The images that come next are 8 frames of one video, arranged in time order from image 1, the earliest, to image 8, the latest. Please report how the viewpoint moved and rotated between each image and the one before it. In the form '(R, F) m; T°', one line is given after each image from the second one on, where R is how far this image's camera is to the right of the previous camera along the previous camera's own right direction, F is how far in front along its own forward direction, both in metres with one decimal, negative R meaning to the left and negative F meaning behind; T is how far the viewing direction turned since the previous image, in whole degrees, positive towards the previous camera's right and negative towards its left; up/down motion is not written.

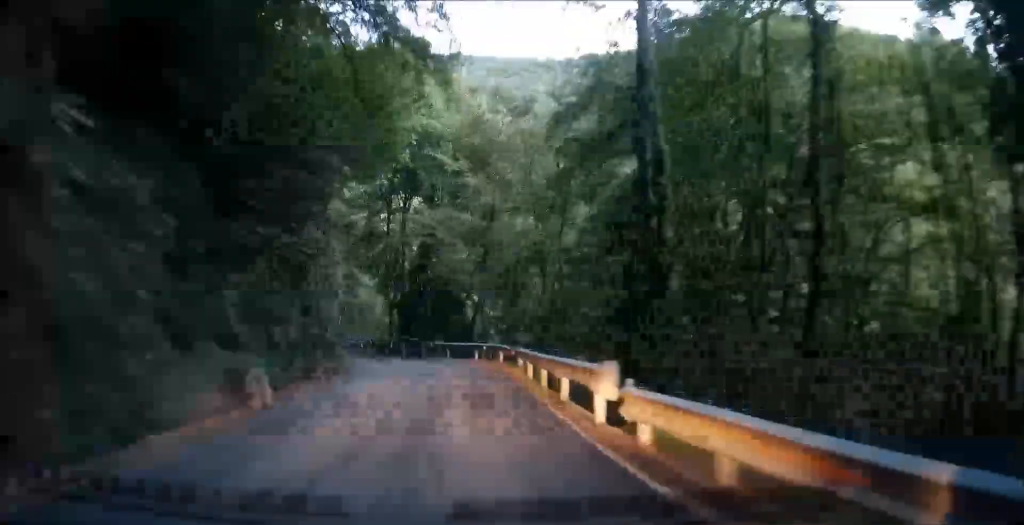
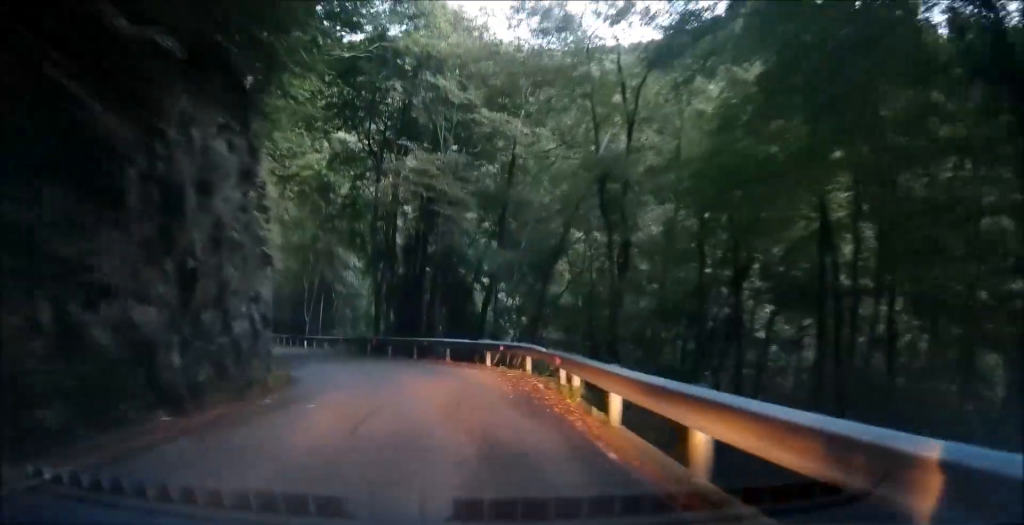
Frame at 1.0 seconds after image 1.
(0.0, +7.9) m; -3°
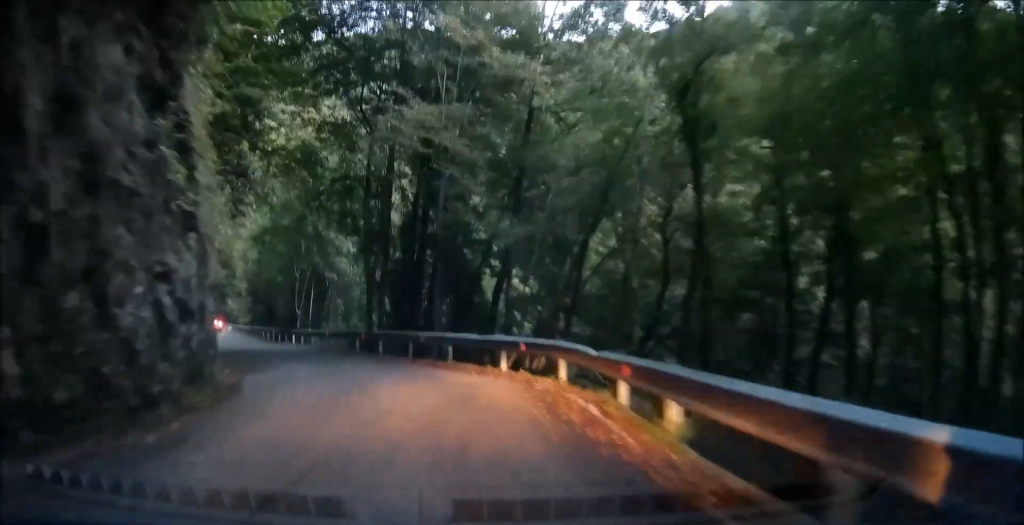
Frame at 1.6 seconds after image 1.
(+0.1, +4.2) m; -5°
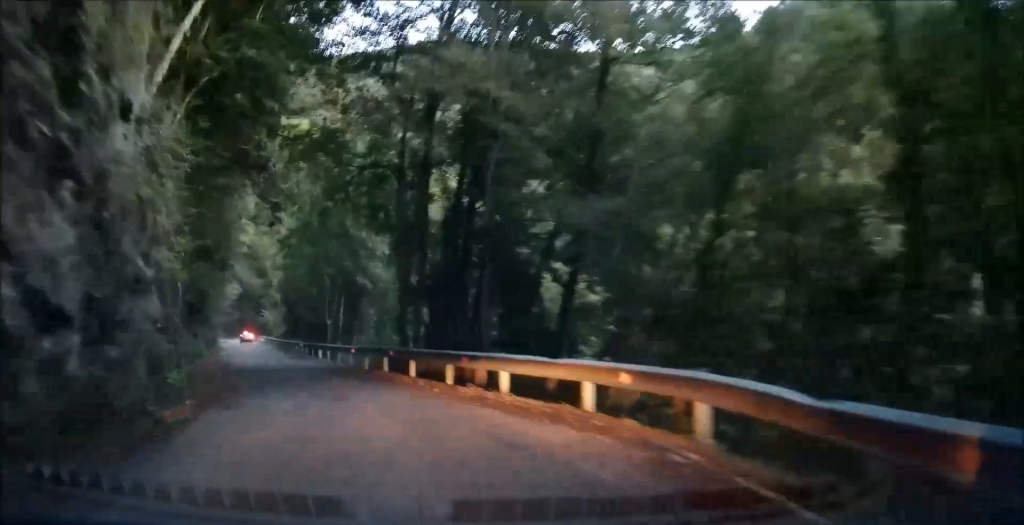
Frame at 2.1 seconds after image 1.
(-0.2, +4.6) m; -5°
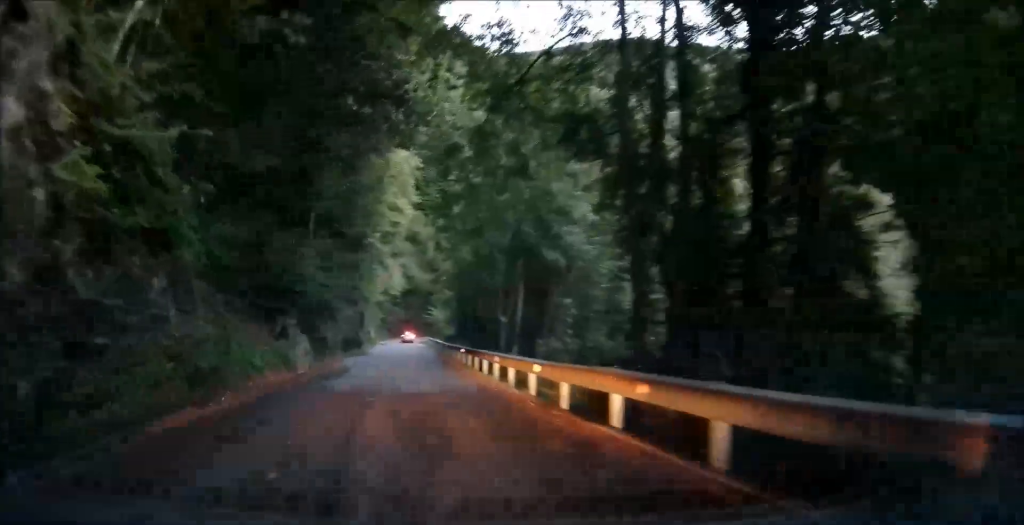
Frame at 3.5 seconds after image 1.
(-1.1, +11.8) m; -6°
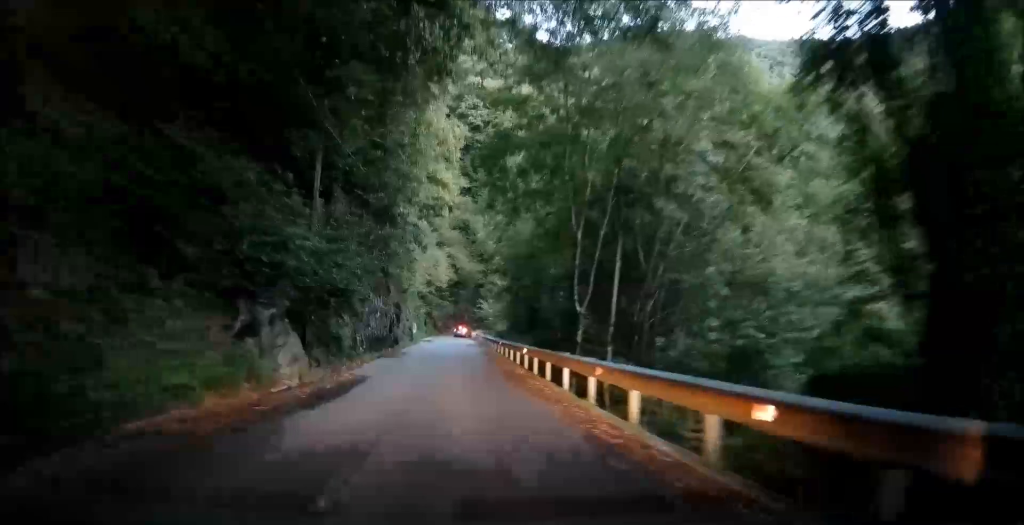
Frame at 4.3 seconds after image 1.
(-0.1, +9.0) m; -4°
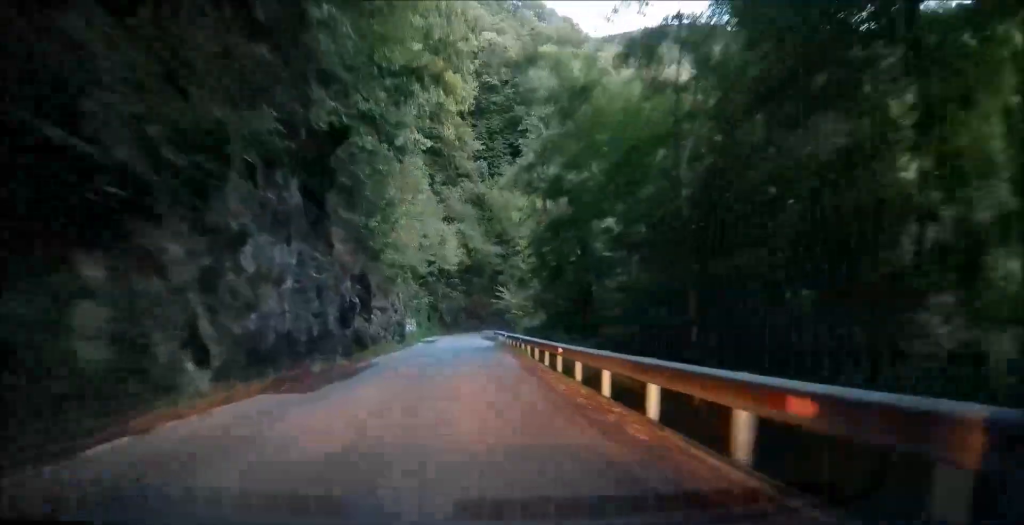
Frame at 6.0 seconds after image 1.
(-1.9, +20.6) m; -7°
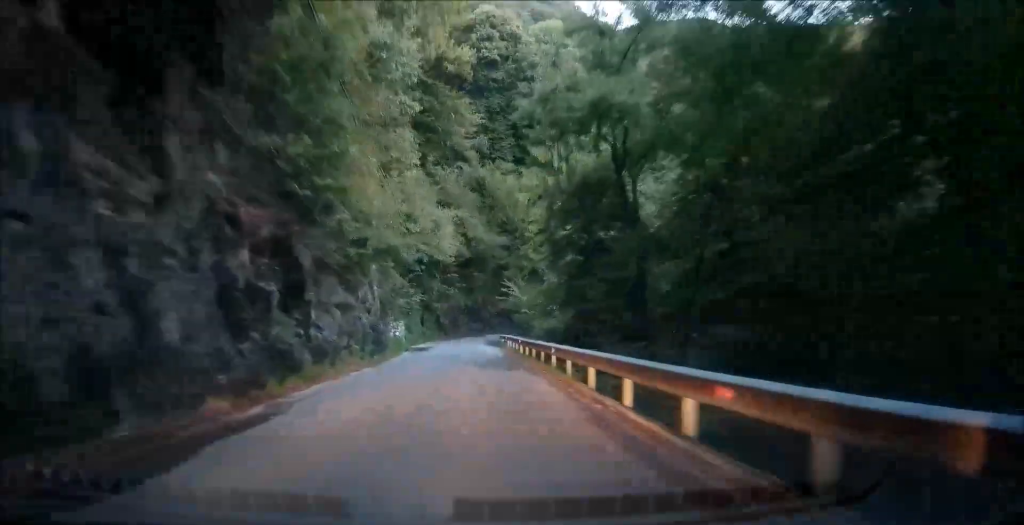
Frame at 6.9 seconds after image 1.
(+0.2, +11.6) m; +3°
